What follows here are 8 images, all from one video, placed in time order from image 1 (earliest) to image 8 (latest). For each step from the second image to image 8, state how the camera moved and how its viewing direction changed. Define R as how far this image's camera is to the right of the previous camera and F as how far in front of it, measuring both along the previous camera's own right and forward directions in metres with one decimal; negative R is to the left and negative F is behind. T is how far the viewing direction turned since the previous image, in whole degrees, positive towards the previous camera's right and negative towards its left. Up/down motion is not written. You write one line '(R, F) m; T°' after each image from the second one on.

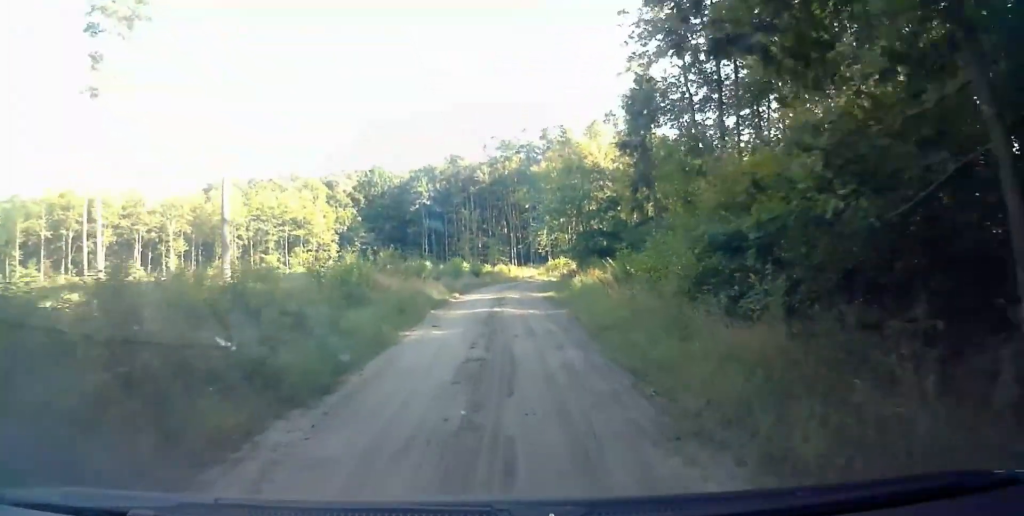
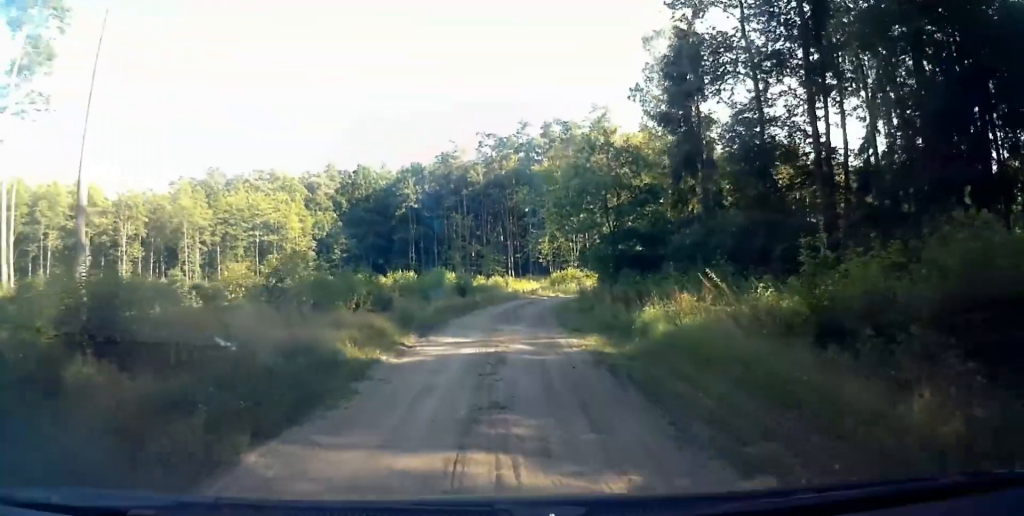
(0.0, +13.5) m; +1°
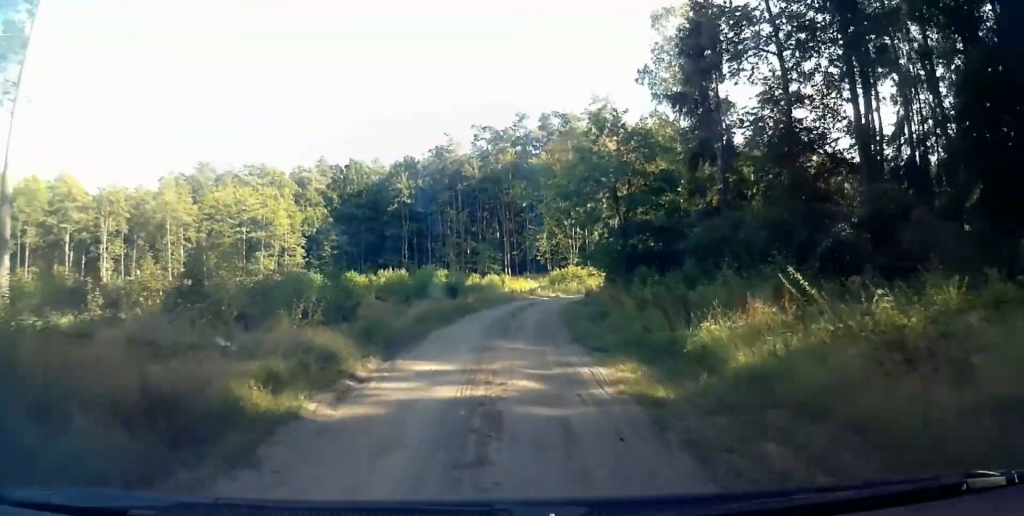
(0.0, +4.2) m; 0°
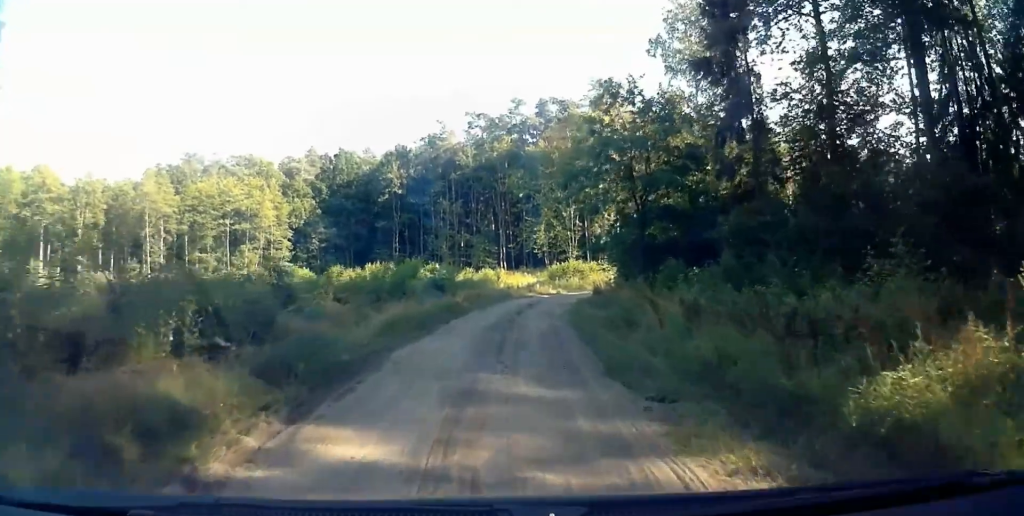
(0.0, +4.9) m; 0°
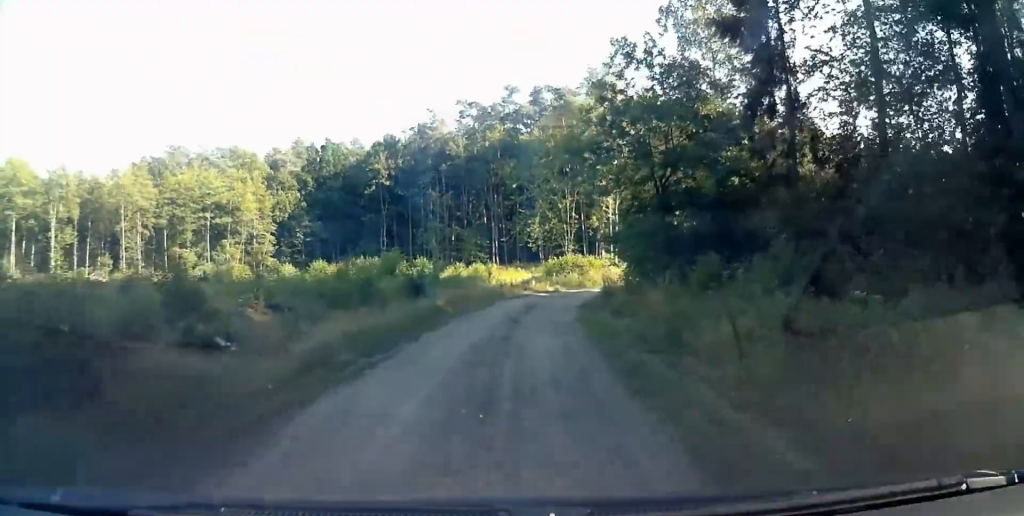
(-0.1, +4.5) m; +1°
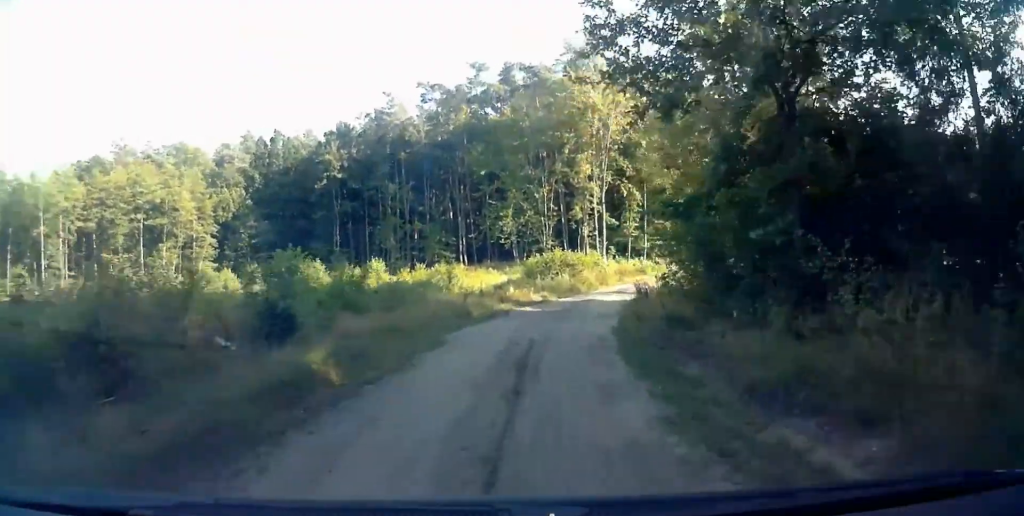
(+0.2, +11.6) m; +3°
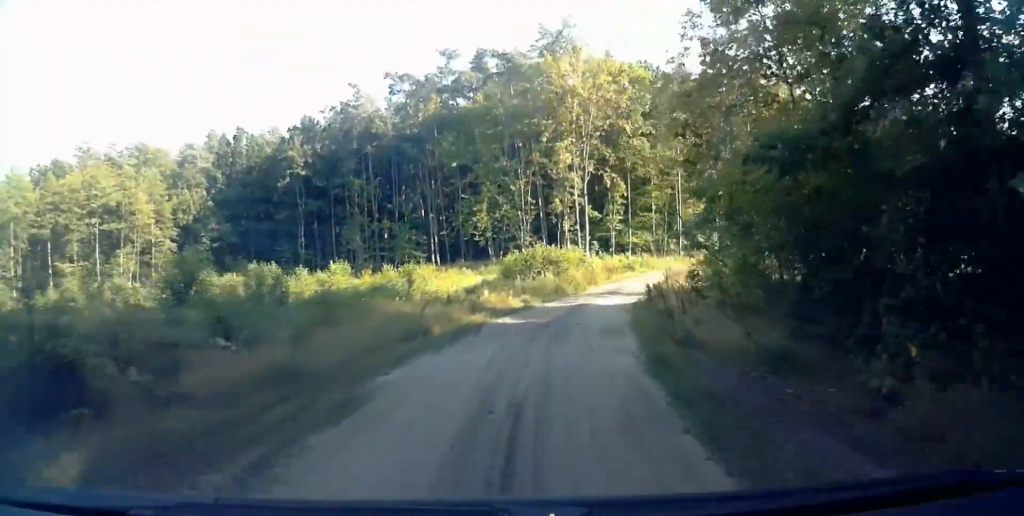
(-0.2, +5.2) m; +5°
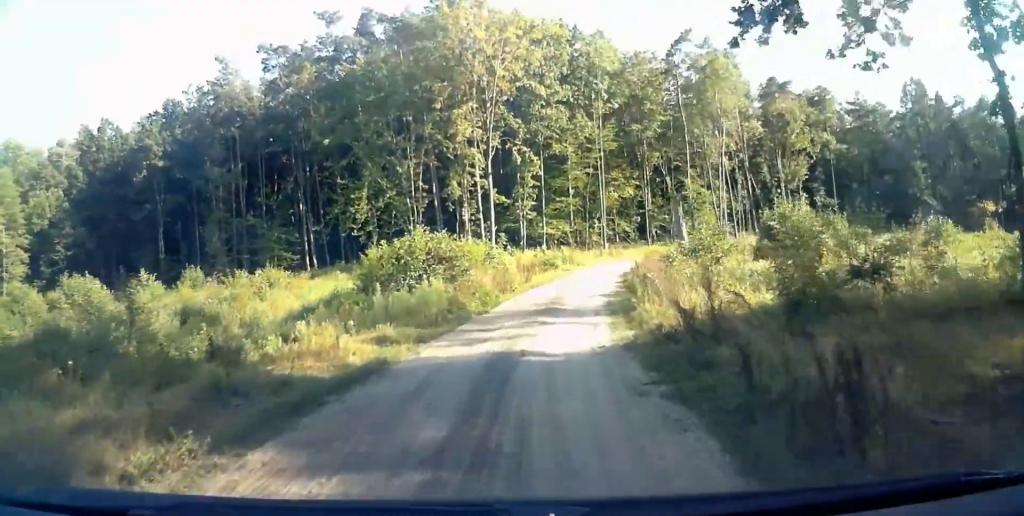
(+1.5, +13.2) m; +6°
